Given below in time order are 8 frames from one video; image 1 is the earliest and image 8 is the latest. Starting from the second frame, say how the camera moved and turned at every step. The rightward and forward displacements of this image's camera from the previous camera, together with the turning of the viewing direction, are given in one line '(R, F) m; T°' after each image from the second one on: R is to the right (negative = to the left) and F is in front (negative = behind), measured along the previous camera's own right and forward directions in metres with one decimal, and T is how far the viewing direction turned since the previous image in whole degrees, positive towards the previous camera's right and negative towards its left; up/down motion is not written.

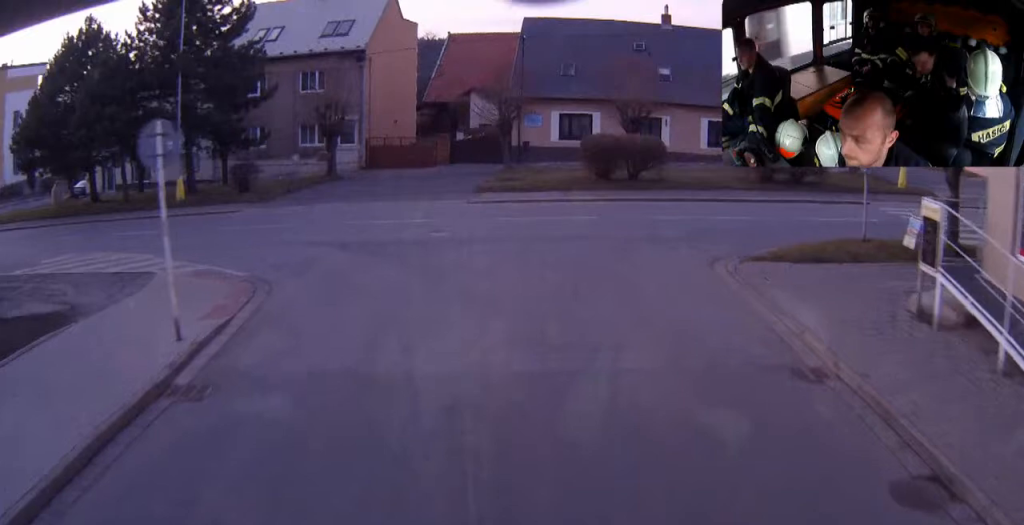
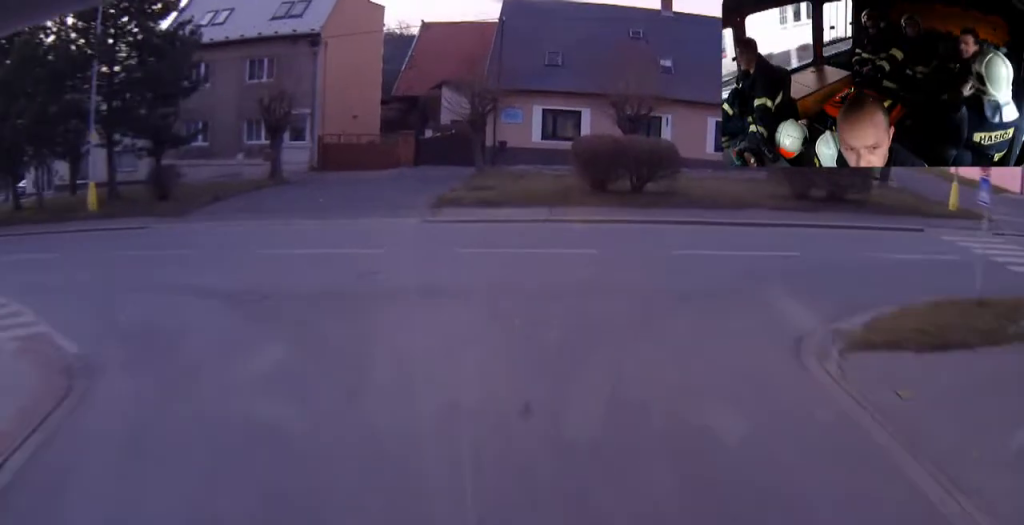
(+0.2, +6.8) m; +8°
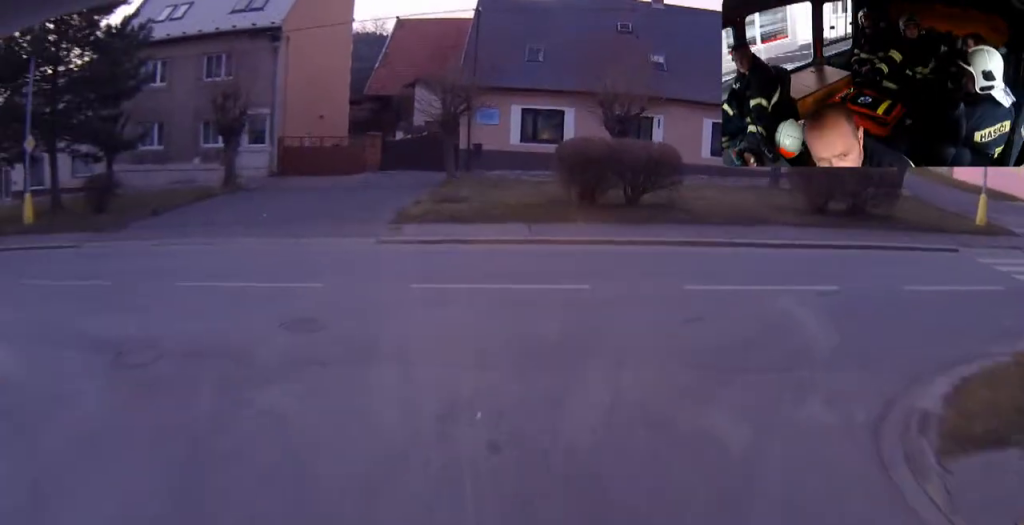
(+0.4, +3.9) m; +9°
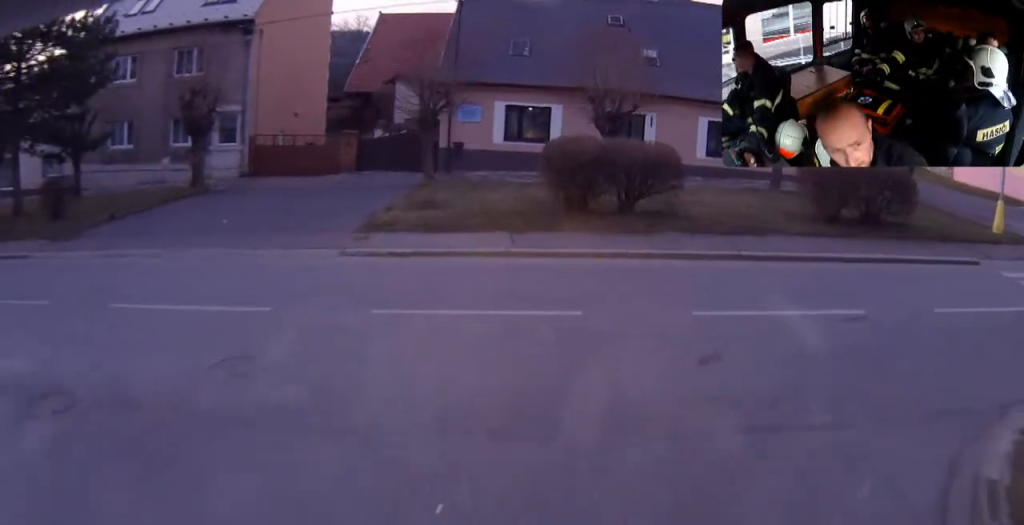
(+0.1, +2.9) m; +7°
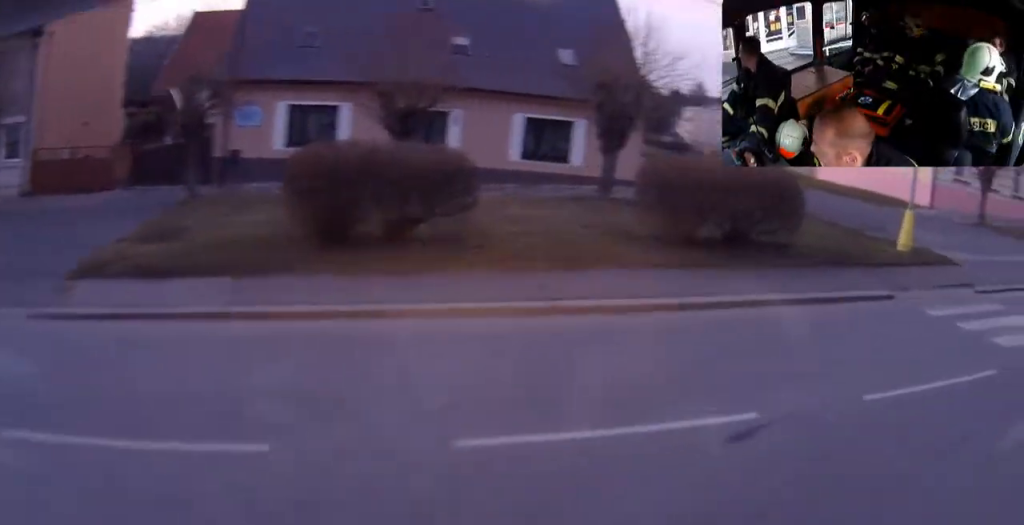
(+1.5, +7.3) m; +28°
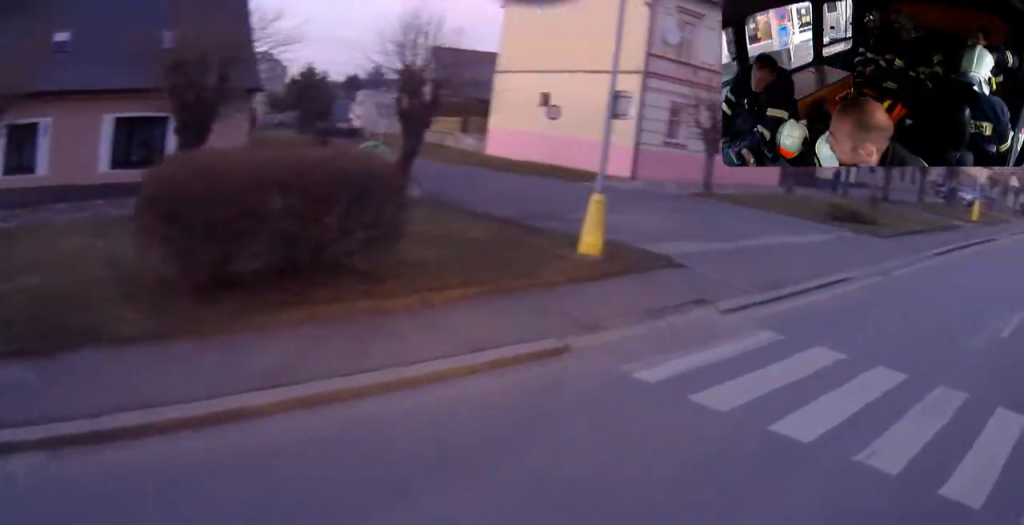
(+1.7, +6.6) m; +18°
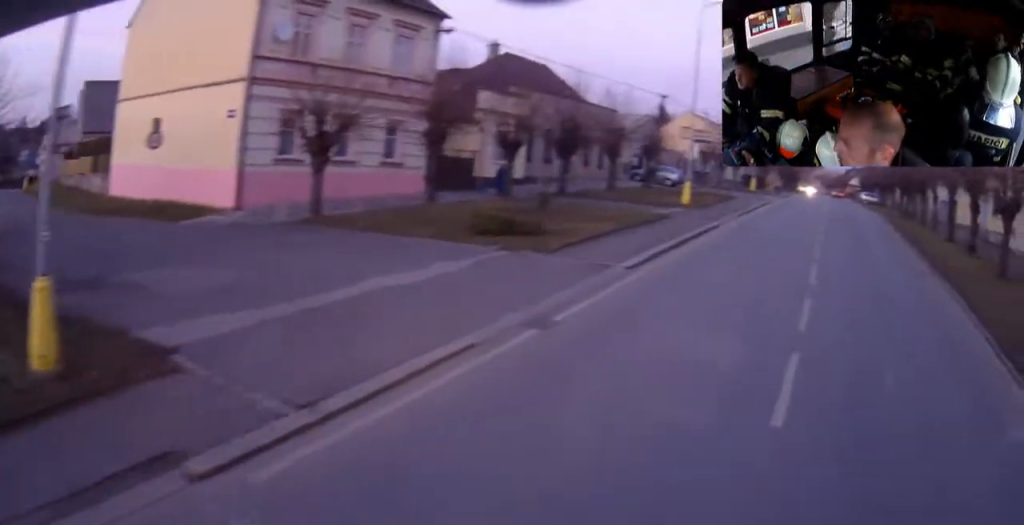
(+0.4, +5.4) m; +16°
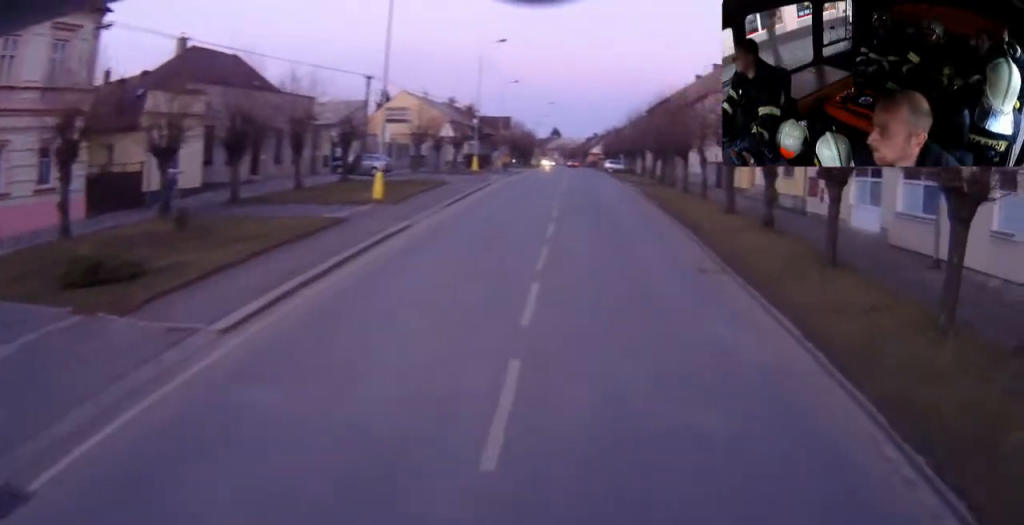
(+1.0, +5.6) m; +10°
